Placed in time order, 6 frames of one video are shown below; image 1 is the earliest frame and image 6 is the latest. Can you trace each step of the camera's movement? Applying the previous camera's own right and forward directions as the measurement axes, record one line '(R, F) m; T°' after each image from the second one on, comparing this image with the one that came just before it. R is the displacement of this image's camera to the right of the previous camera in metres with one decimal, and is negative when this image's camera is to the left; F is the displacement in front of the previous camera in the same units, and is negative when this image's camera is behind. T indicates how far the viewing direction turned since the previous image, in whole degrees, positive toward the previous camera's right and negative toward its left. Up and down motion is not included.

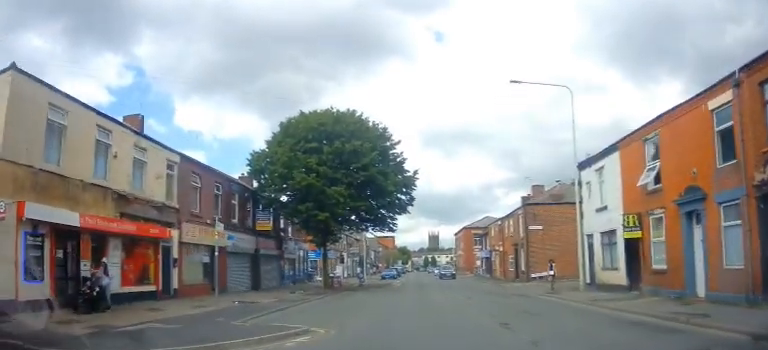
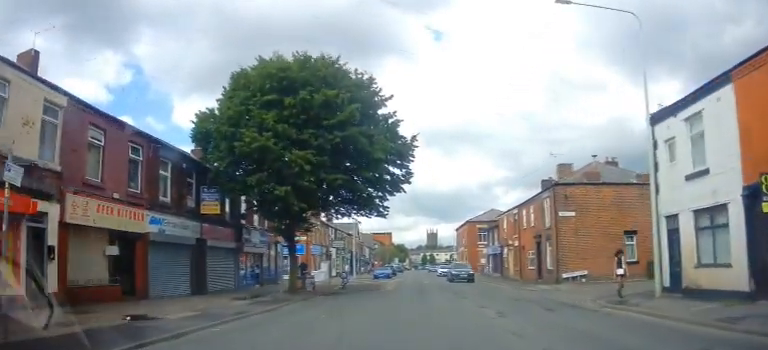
(-0.1, +7.6) m; +1°
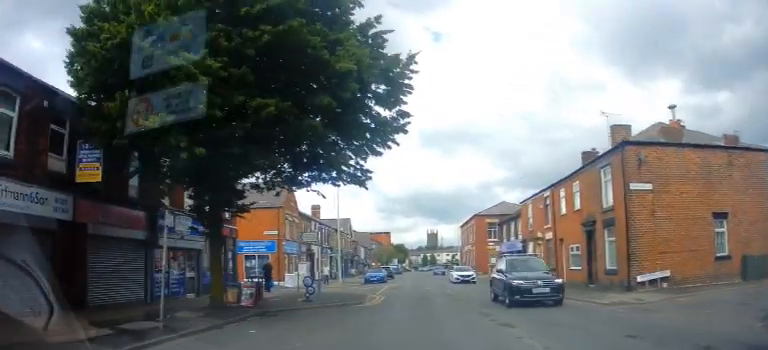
(+0.3, +9.1) m; +1°
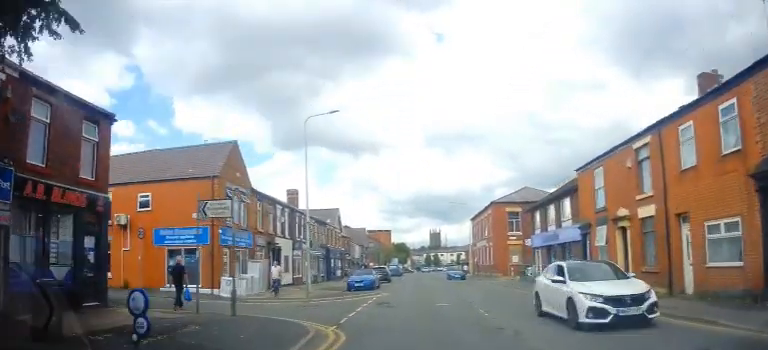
(-0.4, +12.3) m; -2°
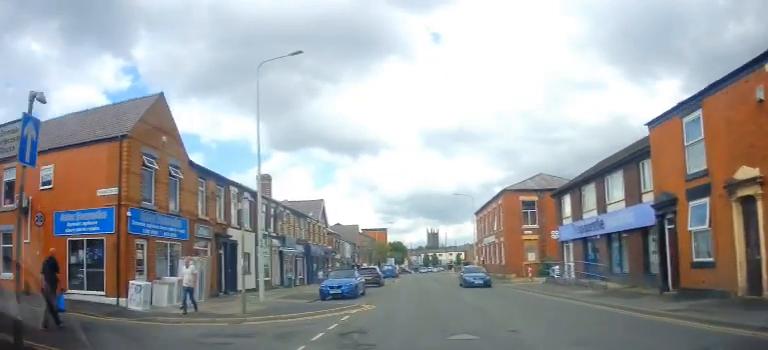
(0.0, +8.2) m; +1°
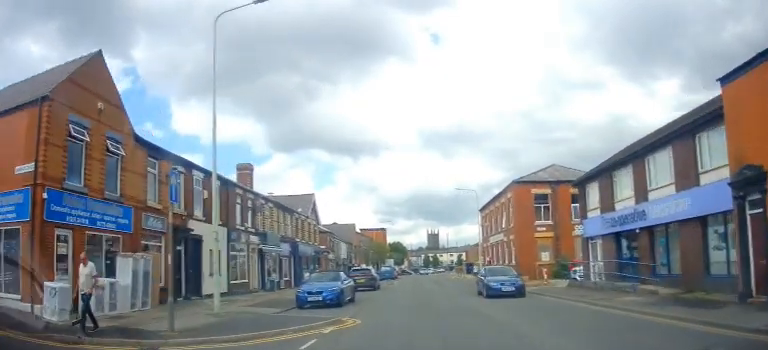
(0.0, +4.3) m; +1°
